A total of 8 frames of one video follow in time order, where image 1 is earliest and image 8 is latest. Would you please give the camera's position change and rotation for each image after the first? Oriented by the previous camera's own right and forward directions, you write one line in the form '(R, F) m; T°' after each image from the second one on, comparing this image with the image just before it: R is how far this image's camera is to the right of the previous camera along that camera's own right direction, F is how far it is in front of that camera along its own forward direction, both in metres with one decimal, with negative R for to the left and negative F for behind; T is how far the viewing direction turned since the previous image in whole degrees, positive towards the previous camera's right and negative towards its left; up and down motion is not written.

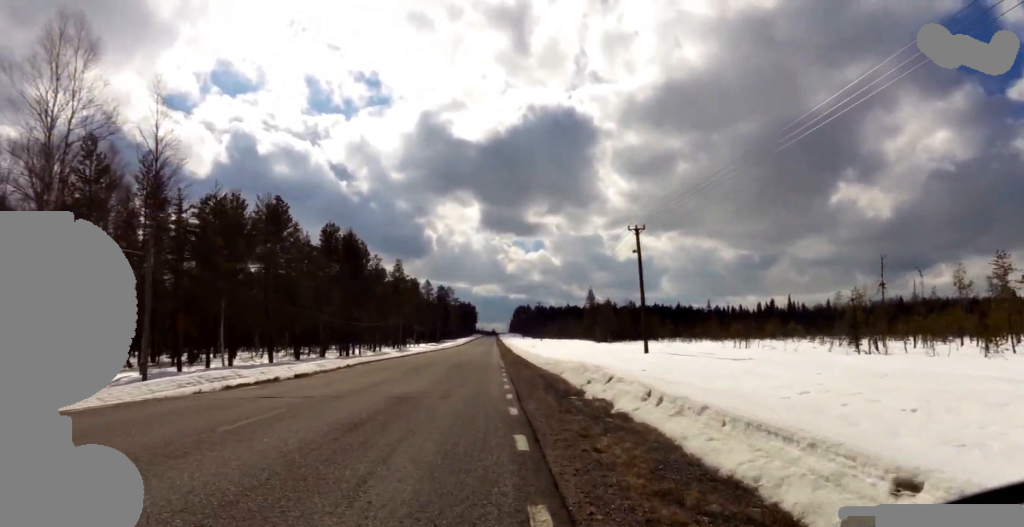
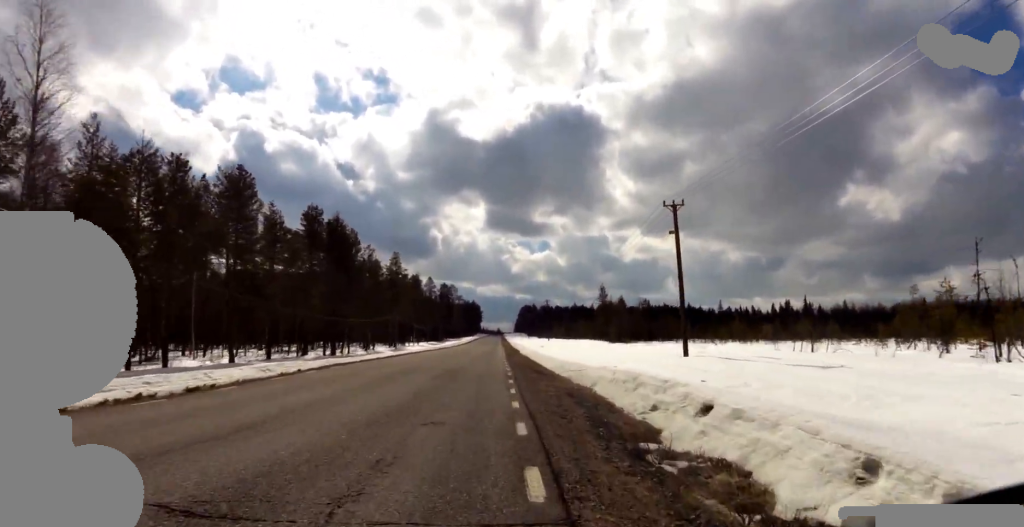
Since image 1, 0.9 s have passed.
(-0.2, +8.1) m; -3°
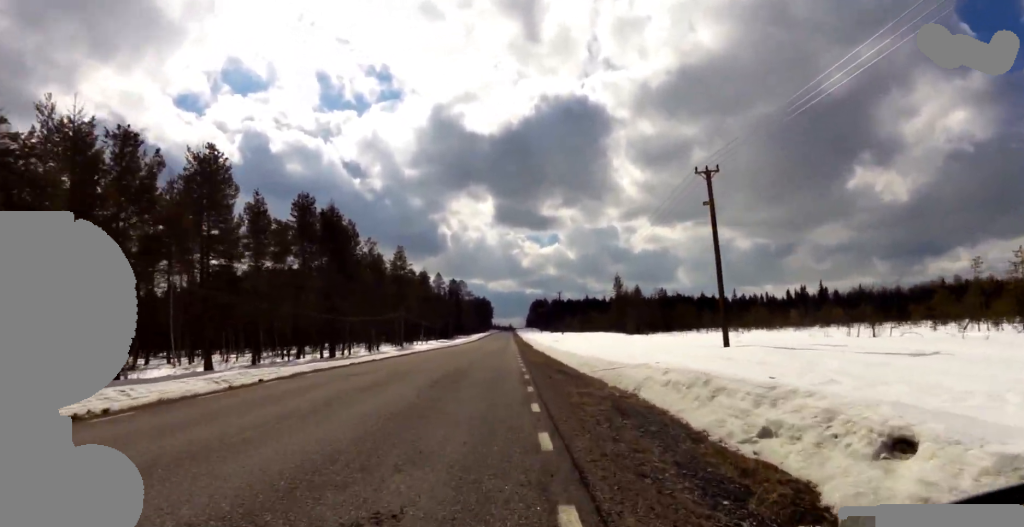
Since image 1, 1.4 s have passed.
(-0.2, +4.7) m; -2°
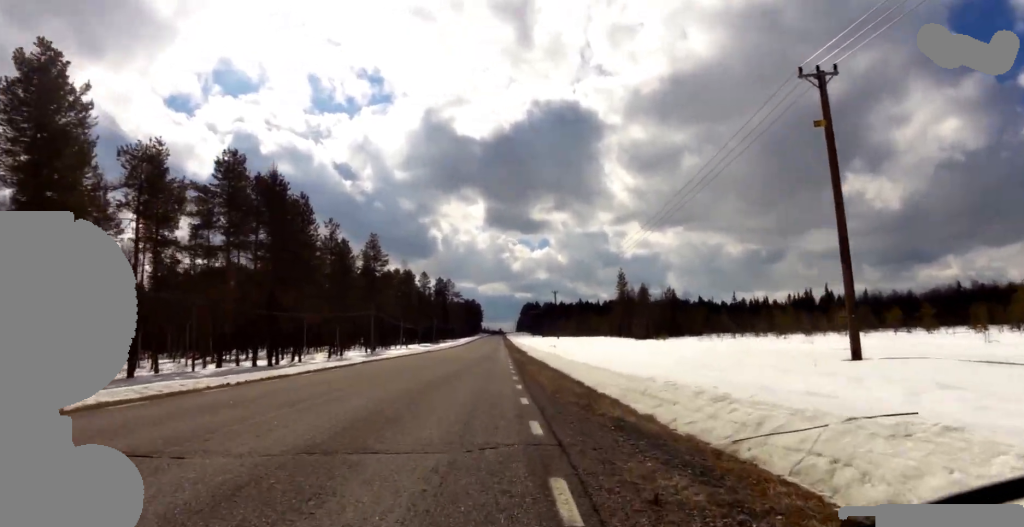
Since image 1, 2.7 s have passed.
(+0.1, +11.6) m; +3°
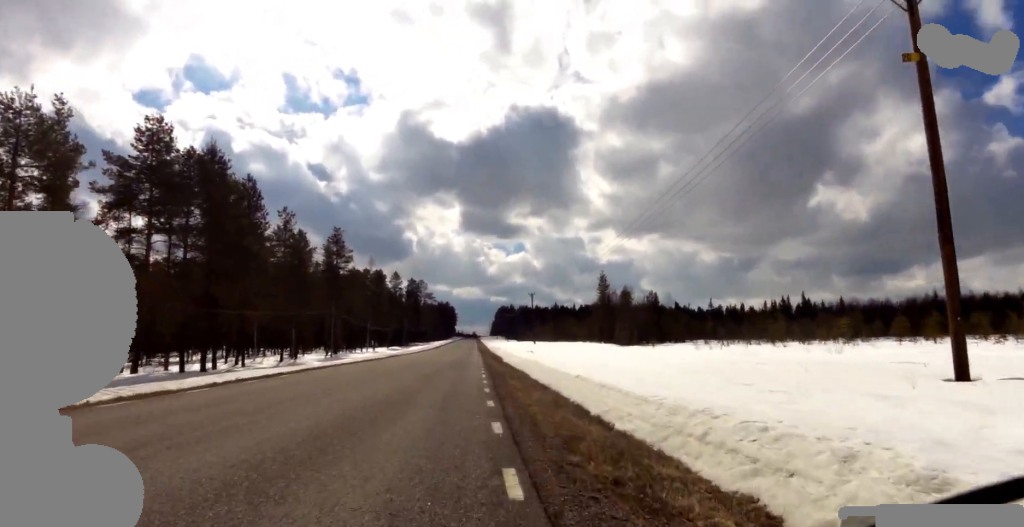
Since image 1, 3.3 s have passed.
(+0.2, +5.1) m; +2°
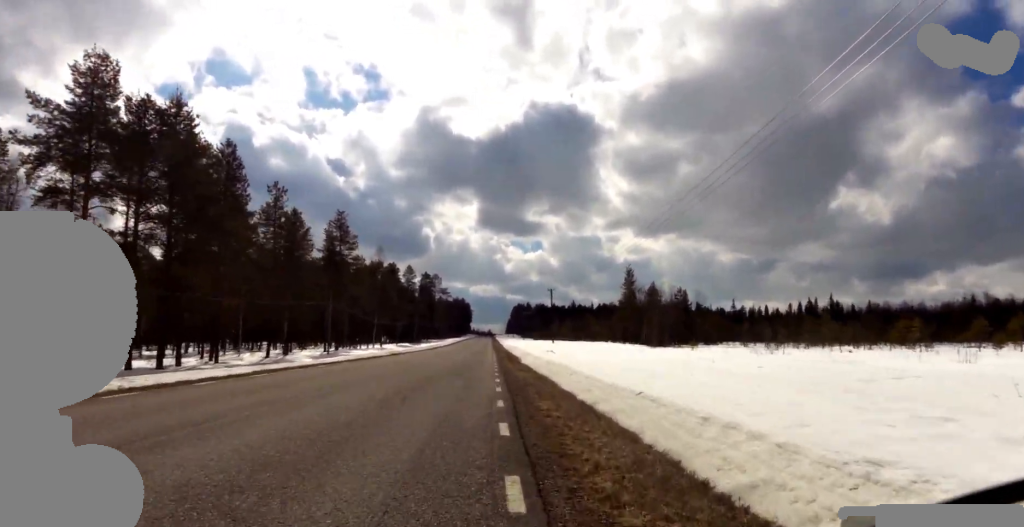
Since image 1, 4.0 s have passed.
(+0.1, +6.2) m; +1°
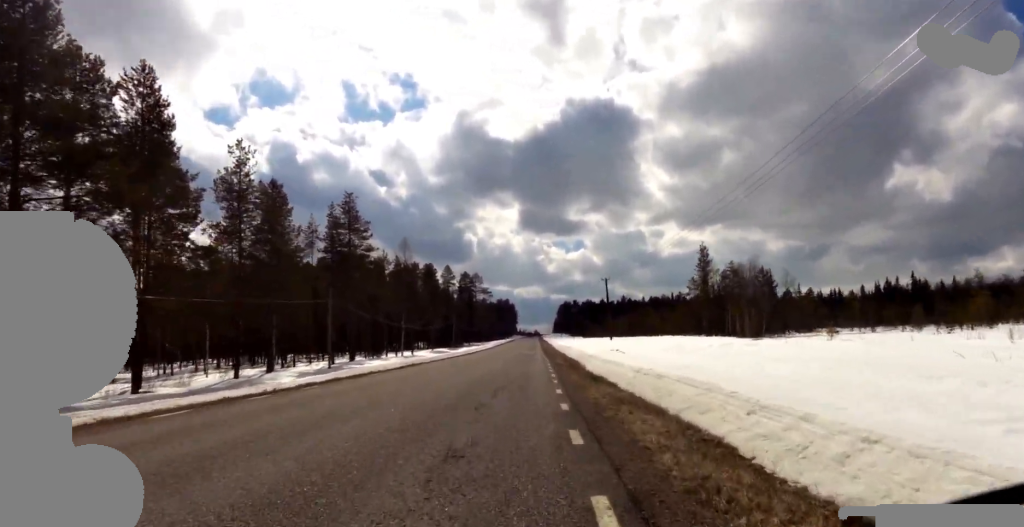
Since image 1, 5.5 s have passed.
(0.0, +12.4) m; 0°
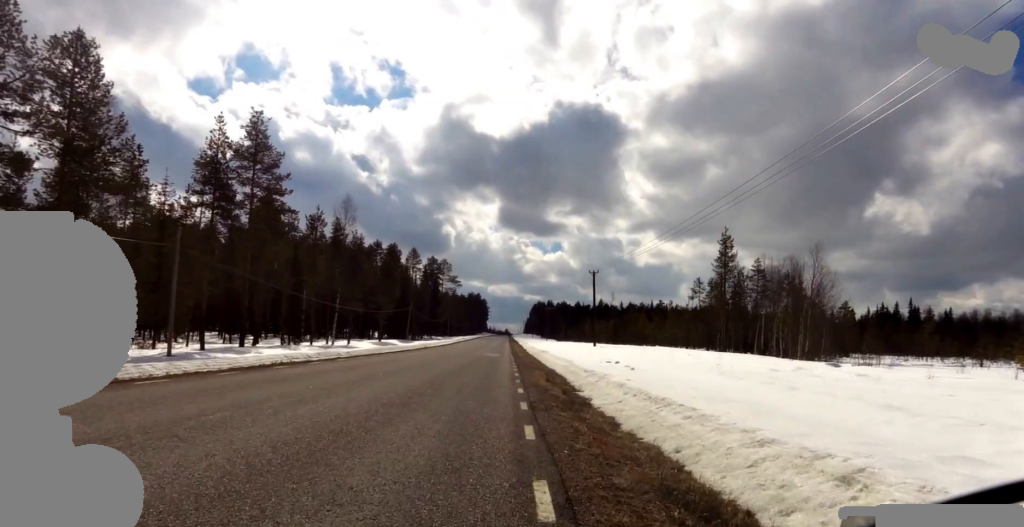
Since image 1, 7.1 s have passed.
(-0.7, +14.5) m; -1°
